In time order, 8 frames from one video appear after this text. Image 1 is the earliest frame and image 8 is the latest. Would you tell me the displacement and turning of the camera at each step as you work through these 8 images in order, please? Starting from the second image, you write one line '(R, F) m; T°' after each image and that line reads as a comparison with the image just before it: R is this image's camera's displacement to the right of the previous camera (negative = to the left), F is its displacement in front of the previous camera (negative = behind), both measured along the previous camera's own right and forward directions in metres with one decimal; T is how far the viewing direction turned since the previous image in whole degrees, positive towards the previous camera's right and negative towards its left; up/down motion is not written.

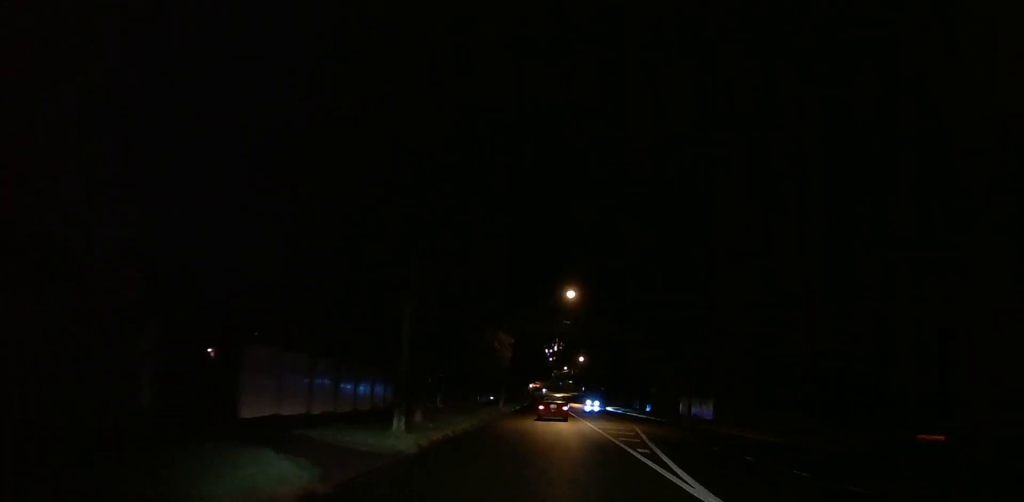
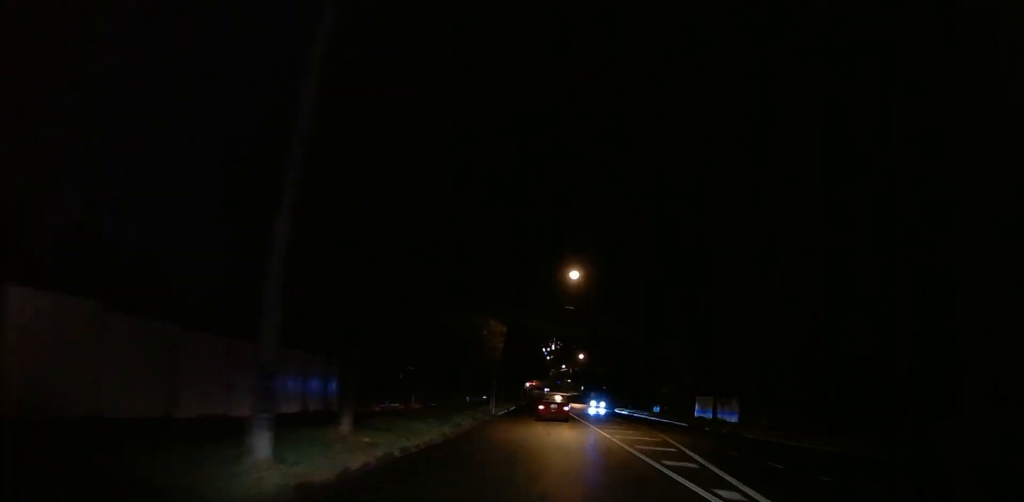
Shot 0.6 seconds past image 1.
(+0.6, +7.4) m; 0°
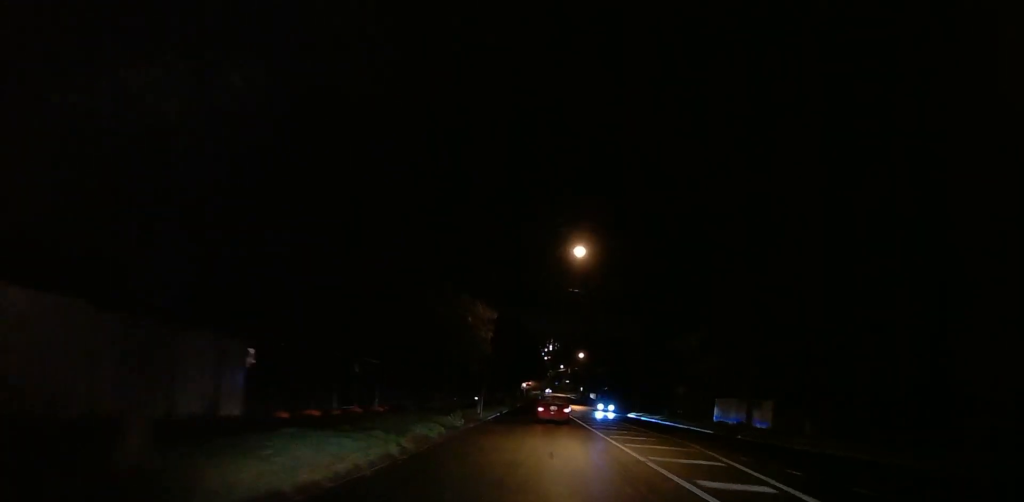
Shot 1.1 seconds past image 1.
(+0.4, +7.0) m; 0°
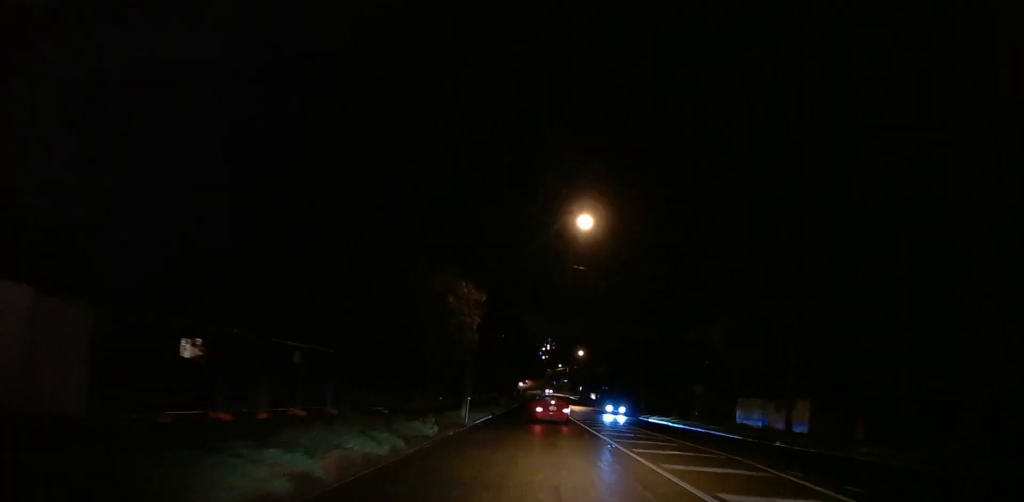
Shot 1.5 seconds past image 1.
(-0.5, +5.7) m; 0°
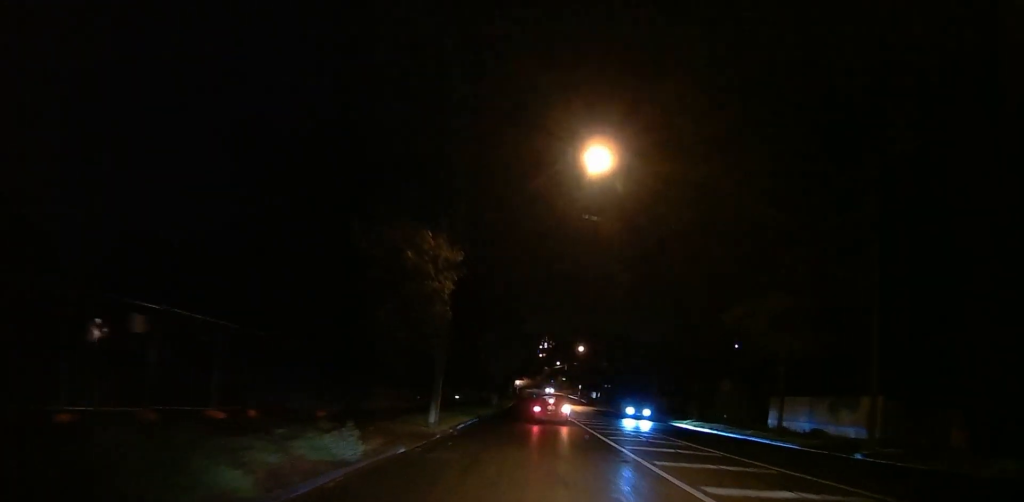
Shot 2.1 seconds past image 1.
(-0.4, +7.6) m; 0°
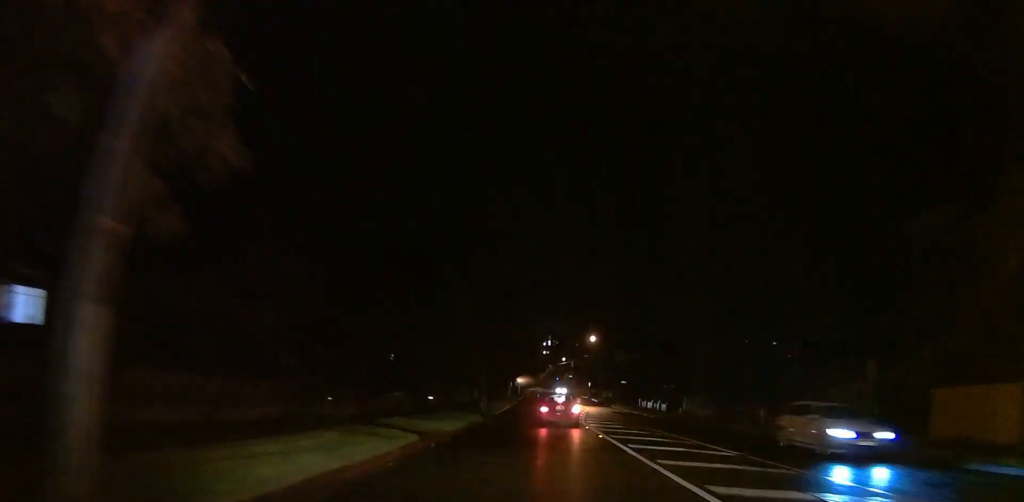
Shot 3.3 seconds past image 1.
(+1.2, +17.0) m; +5°
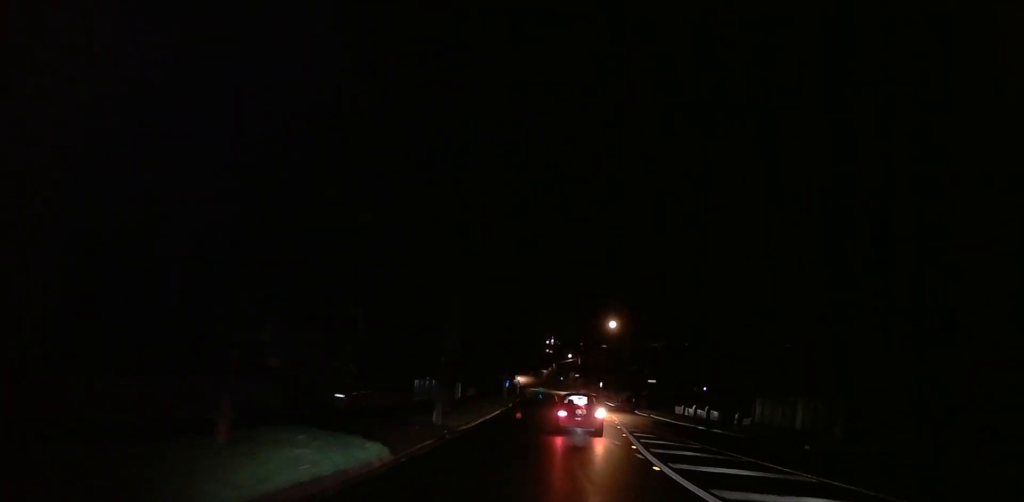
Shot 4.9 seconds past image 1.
(0.0, +21.2) m; 0°
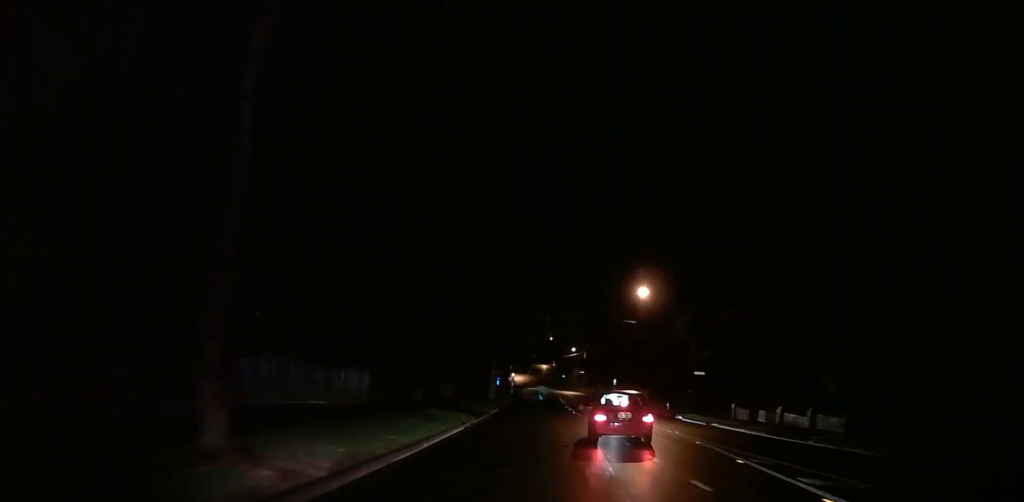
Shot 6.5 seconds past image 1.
(+0.3, +22.2) m; -2°
